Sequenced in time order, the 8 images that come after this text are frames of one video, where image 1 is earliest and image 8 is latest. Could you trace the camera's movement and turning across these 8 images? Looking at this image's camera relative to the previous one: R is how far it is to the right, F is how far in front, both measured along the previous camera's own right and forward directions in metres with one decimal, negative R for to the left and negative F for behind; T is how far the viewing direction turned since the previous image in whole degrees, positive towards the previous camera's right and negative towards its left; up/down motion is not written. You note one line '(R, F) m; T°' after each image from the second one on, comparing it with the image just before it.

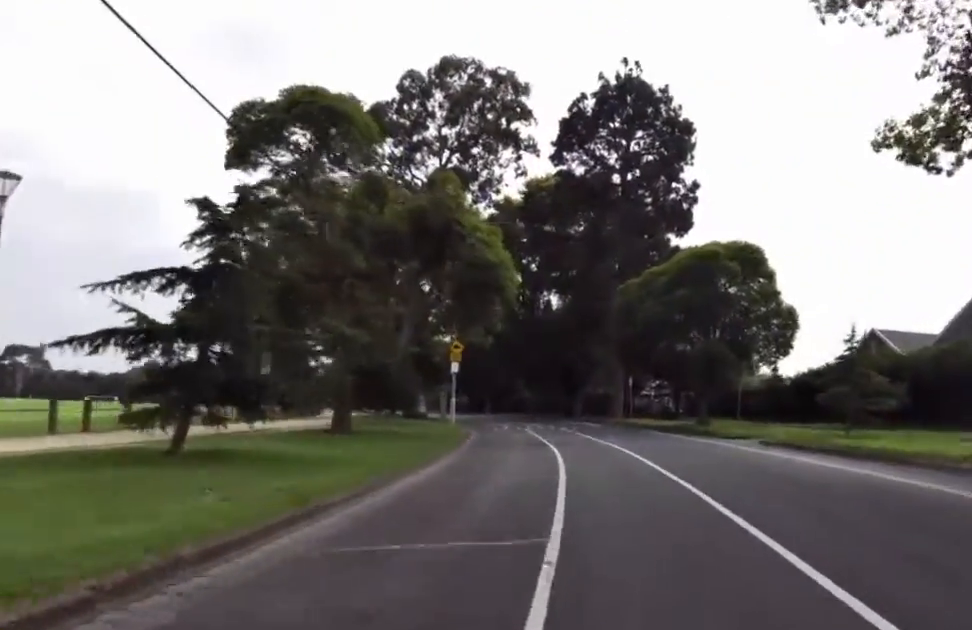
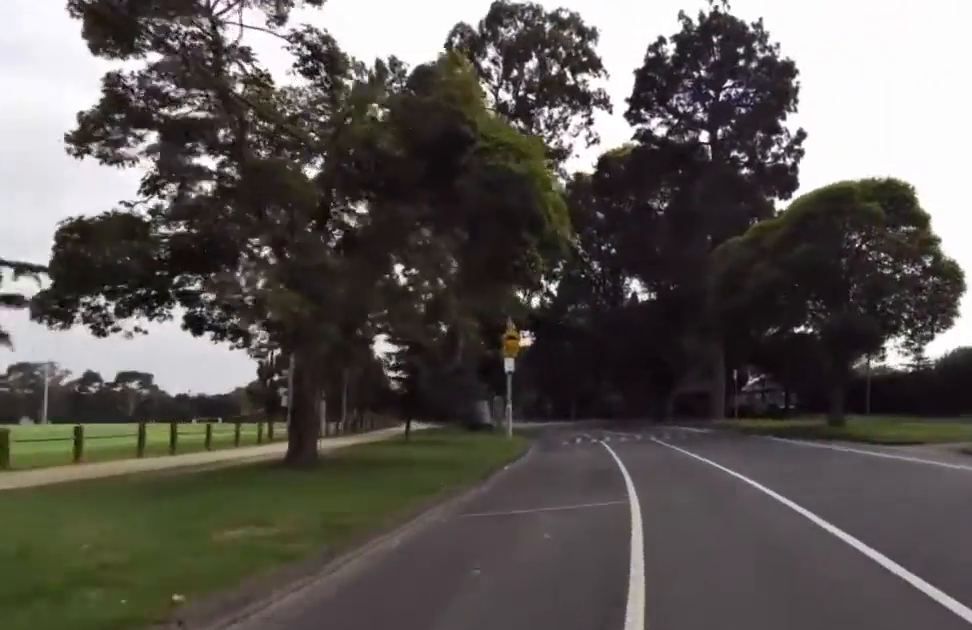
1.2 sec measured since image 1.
(+0.1, +8.6) m; +6°
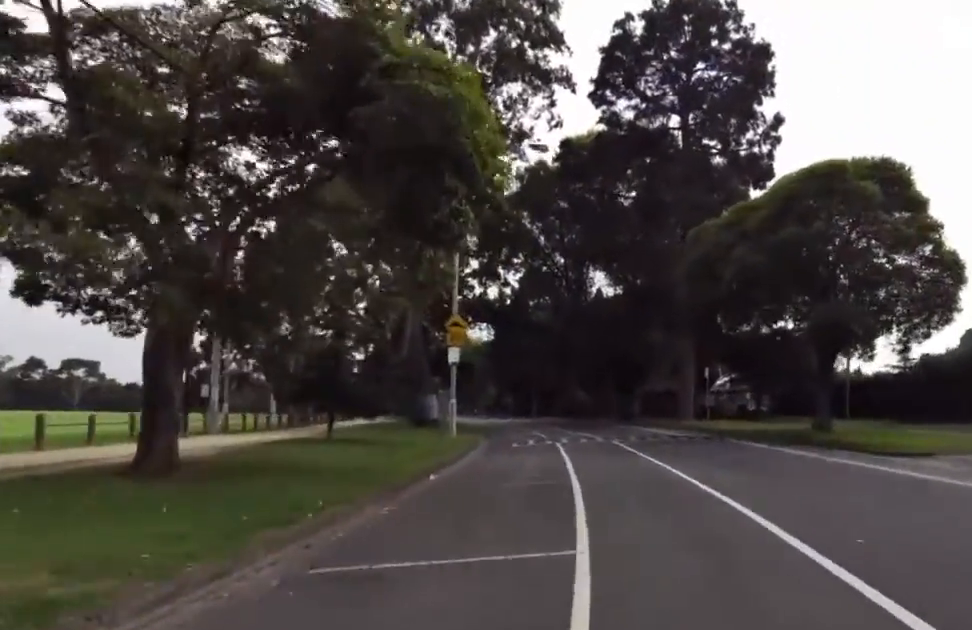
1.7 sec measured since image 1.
(0.0, +3.1) m; +2°
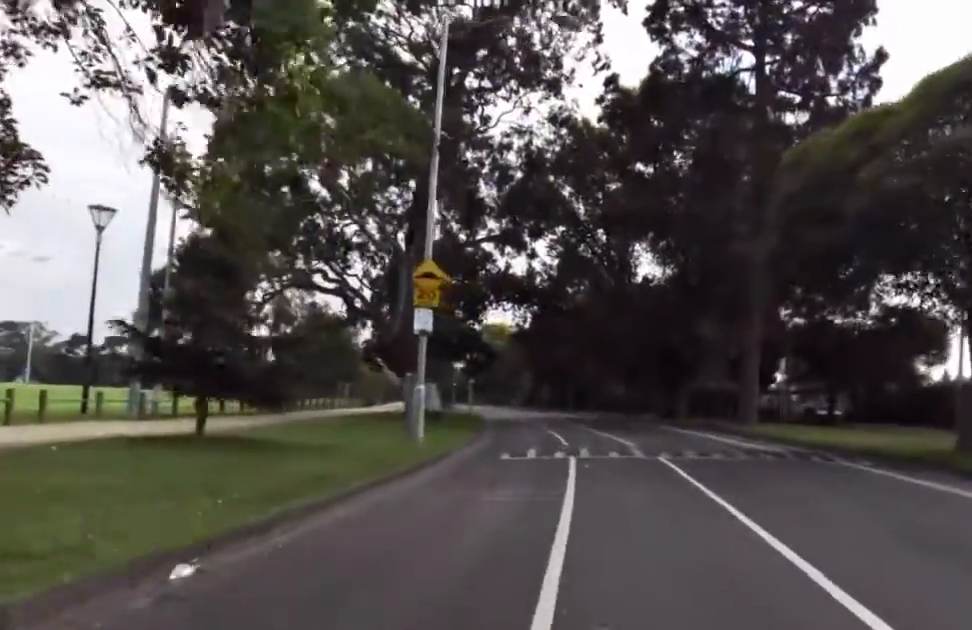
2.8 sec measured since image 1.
(+0.3, +8.4) m; -6°
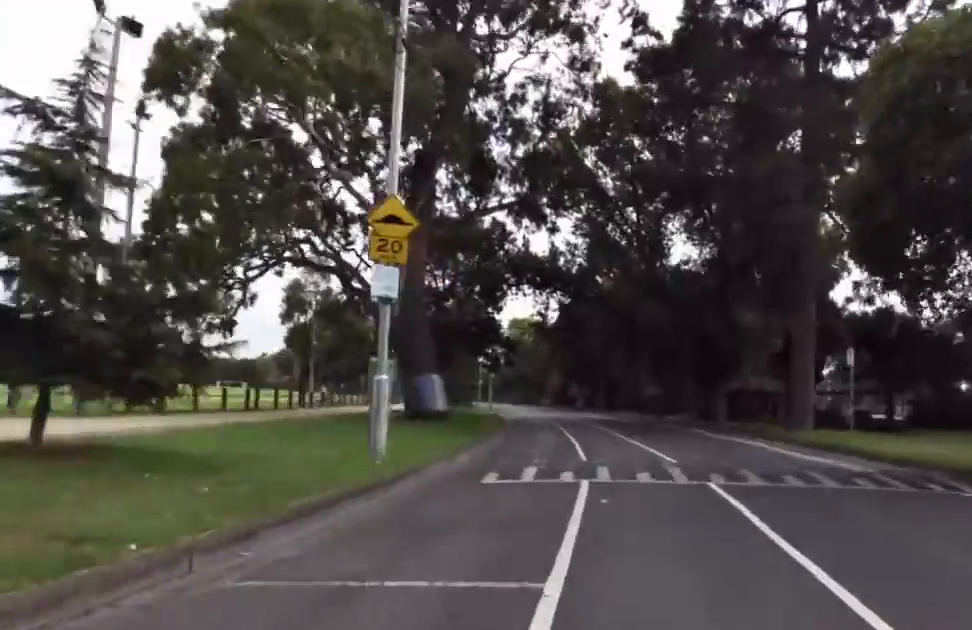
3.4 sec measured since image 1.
(-0.7, +4.6) m; -5°
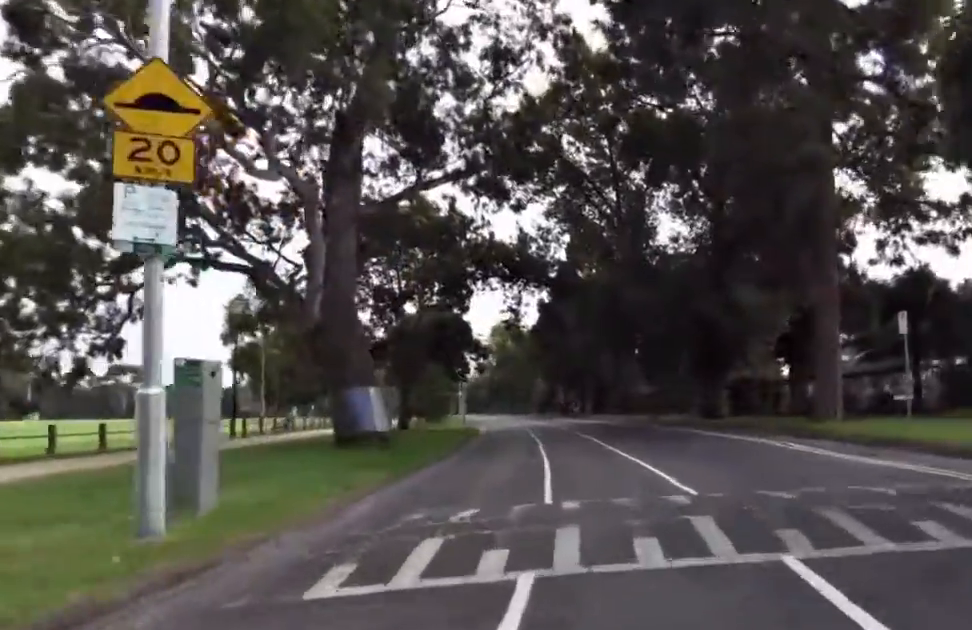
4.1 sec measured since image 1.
(0.0, +5.3) m; 0°
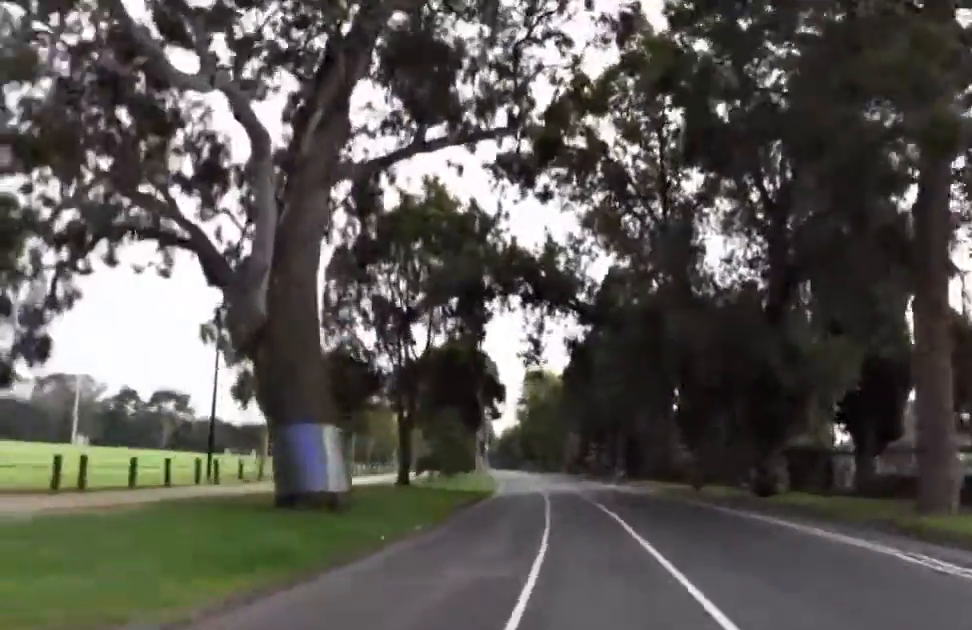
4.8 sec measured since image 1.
(+0.1, +5.5) m; -1°
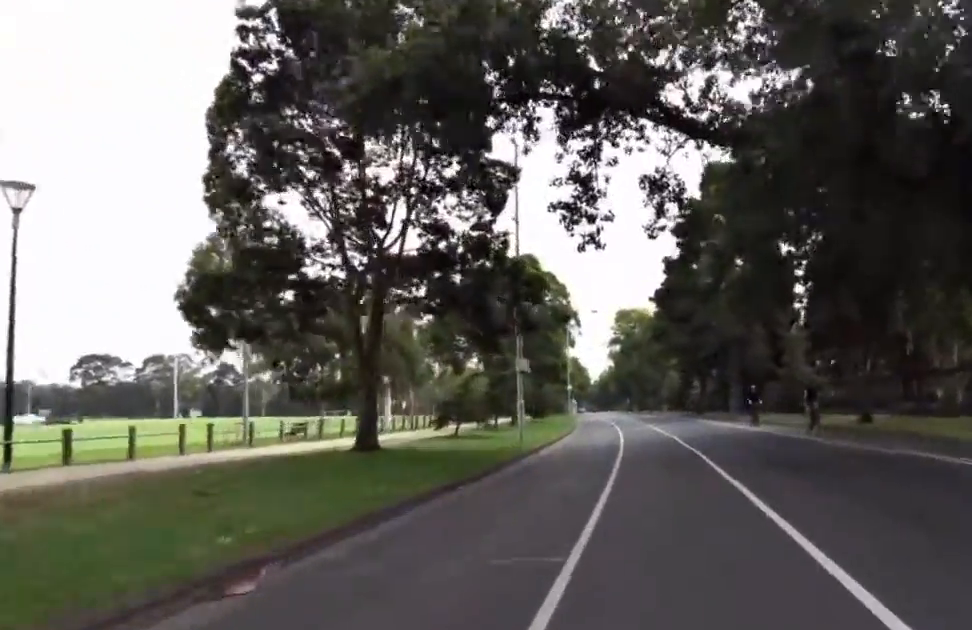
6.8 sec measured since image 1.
(-1.8, +14.5) m; -7°
